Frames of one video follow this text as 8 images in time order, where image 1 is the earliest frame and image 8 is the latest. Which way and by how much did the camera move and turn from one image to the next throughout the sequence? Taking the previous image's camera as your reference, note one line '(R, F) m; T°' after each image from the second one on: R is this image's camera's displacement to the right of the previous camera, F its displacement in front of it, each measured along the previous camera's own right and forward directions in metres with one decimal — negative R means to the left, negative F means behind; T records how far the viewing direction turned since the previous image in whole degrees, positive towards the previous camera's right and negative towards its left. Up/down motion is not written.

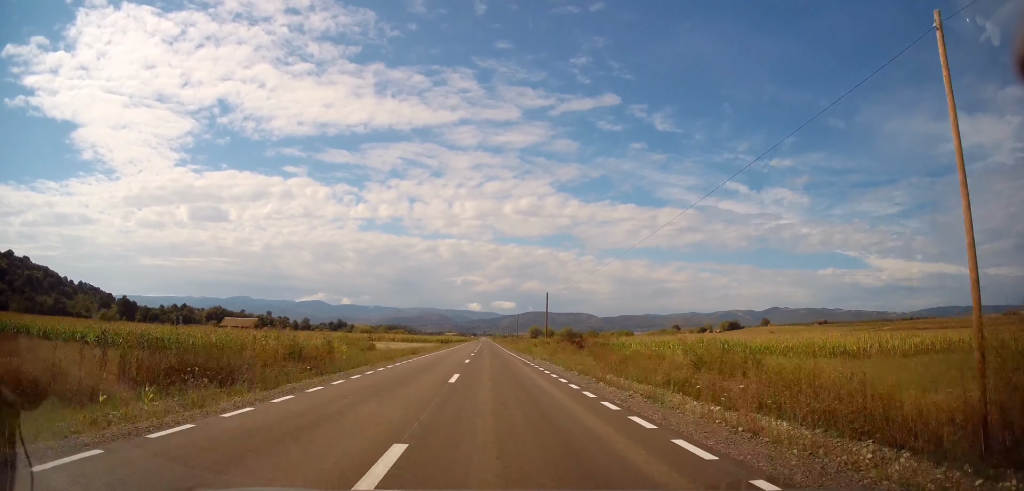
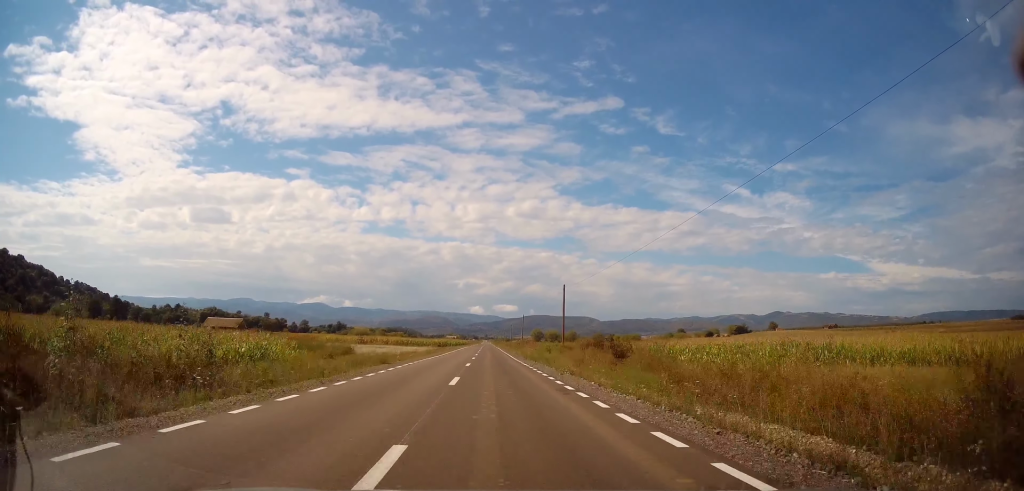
(-0.1, +12.4) m; -1°
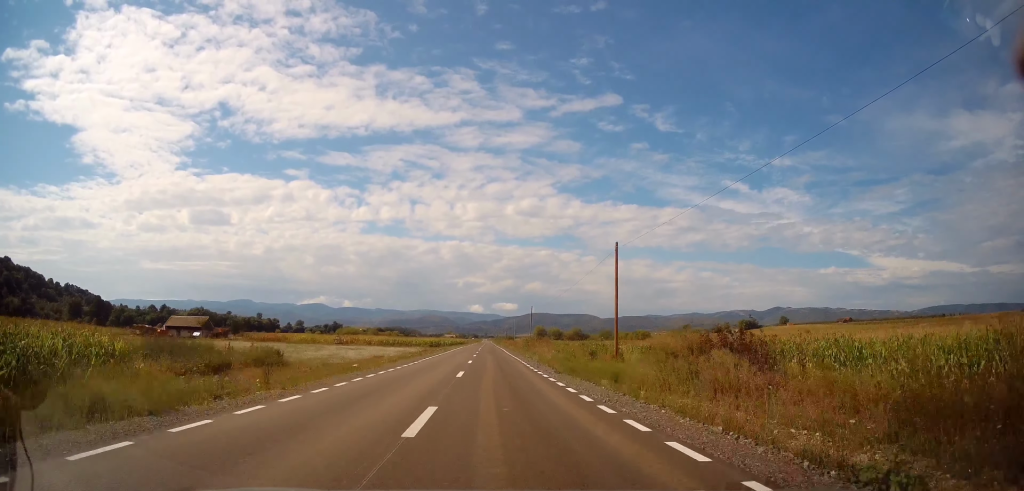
(-0.2, +19.3) m; -1°
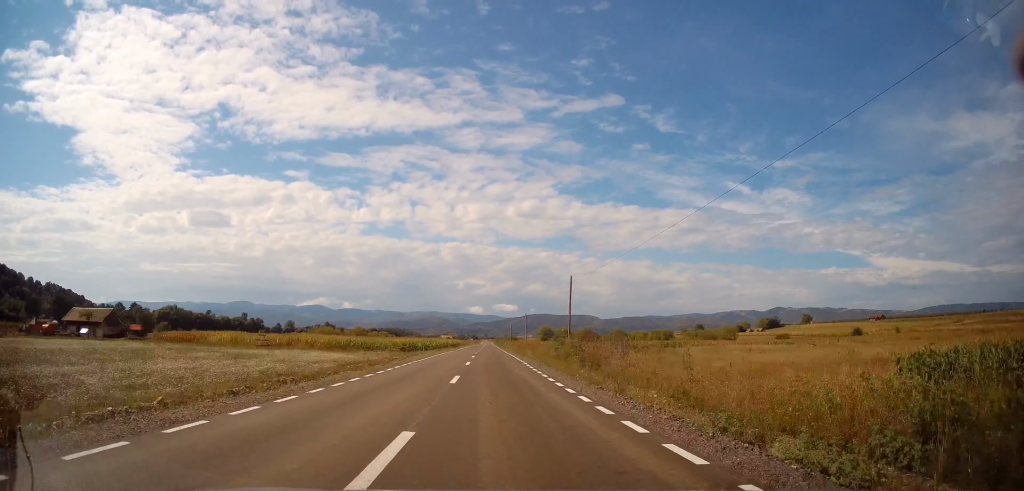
(+0.1, +37.2) m; +2°
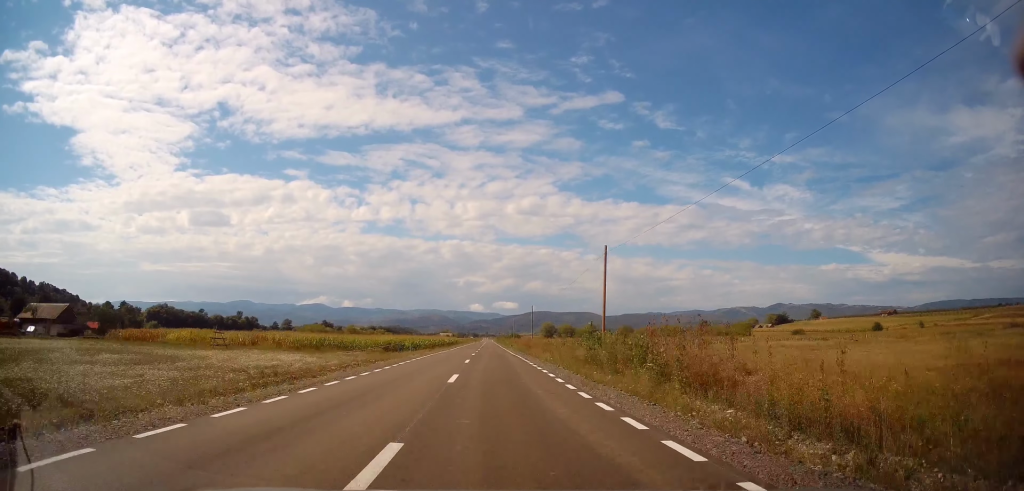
(+0.3, +12.4) m; 0°
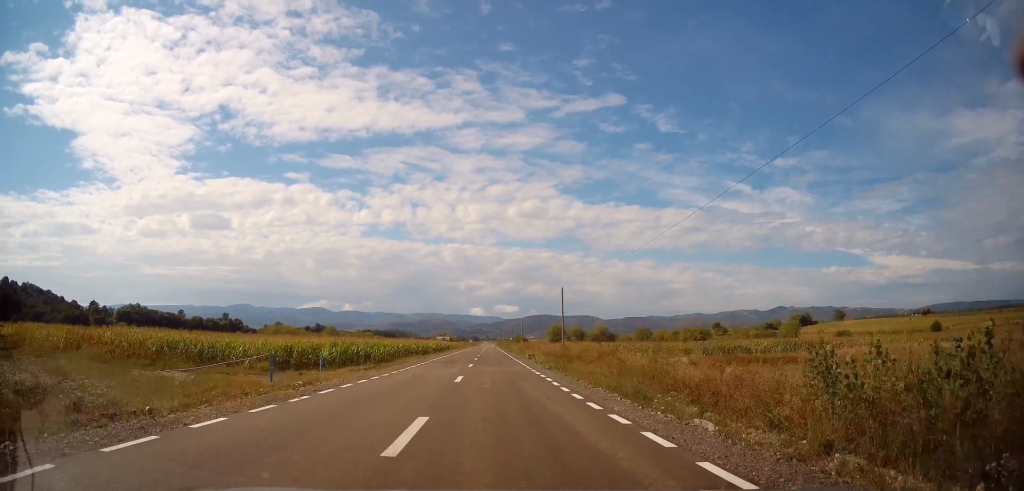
(-0.5, +32.0) m; -1°
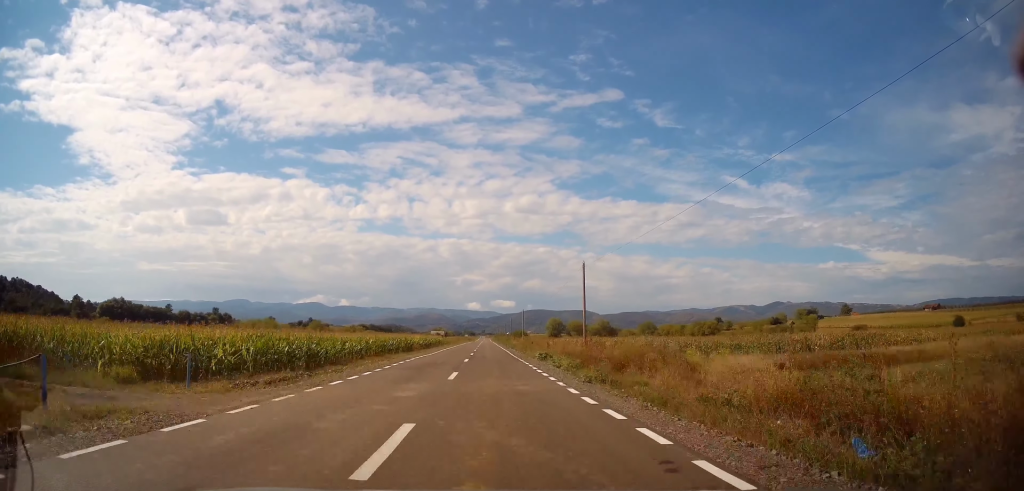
(+0.1, +12.5) m; 0°
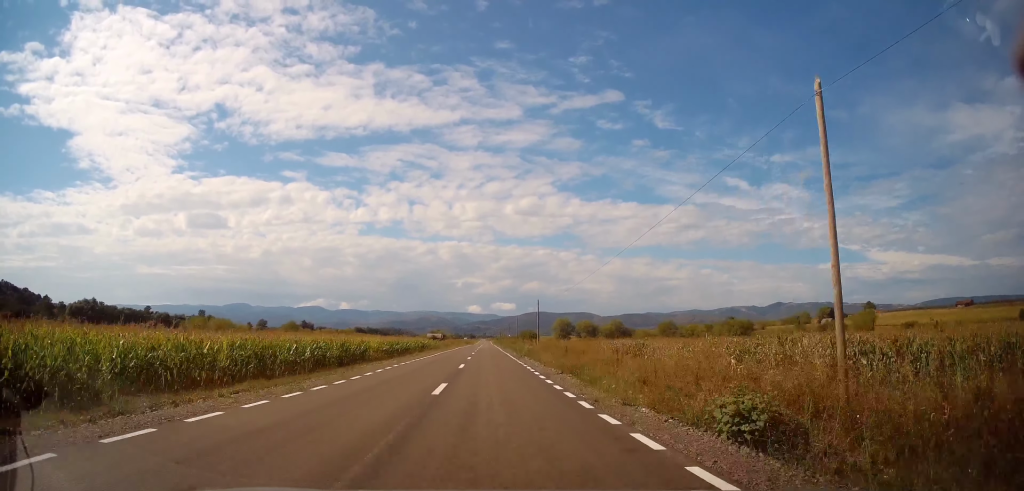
(+0.4, +26.8) m; 0°
